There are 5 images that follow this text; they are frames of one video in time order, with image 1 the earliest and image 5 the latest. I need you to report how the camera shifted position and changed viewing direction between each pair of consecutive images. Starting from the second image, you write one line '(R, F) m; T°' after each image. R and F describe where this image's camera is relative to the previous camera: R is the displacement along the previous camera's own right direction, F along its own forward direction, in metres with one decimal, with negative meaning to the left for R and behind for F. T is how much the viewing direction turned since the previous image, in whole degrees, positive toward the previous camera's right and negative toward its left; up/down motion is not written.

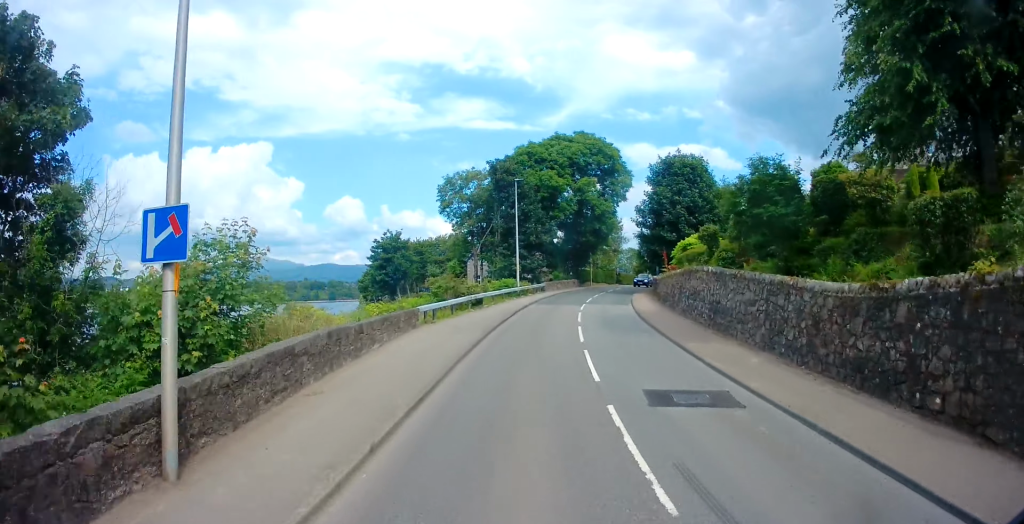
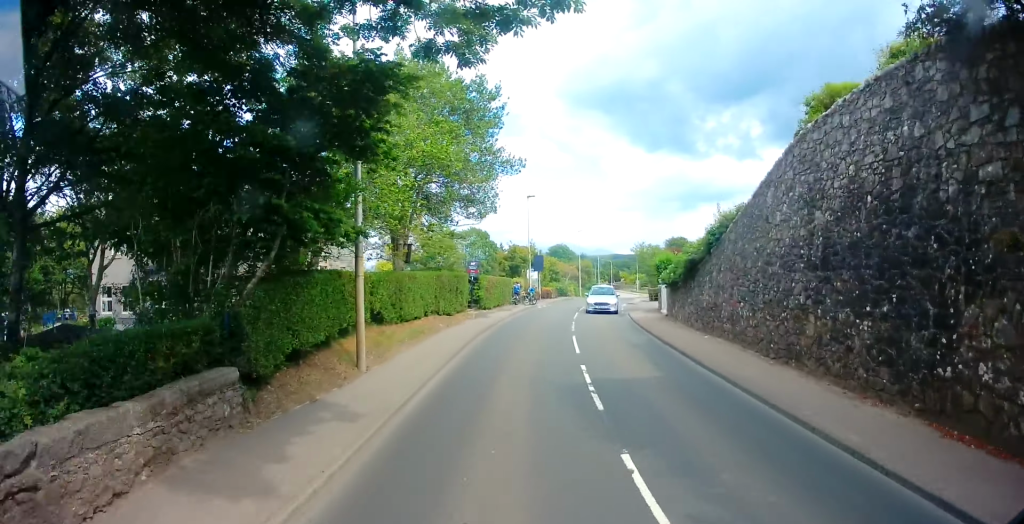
(+7.8, +55.3) m; +19°
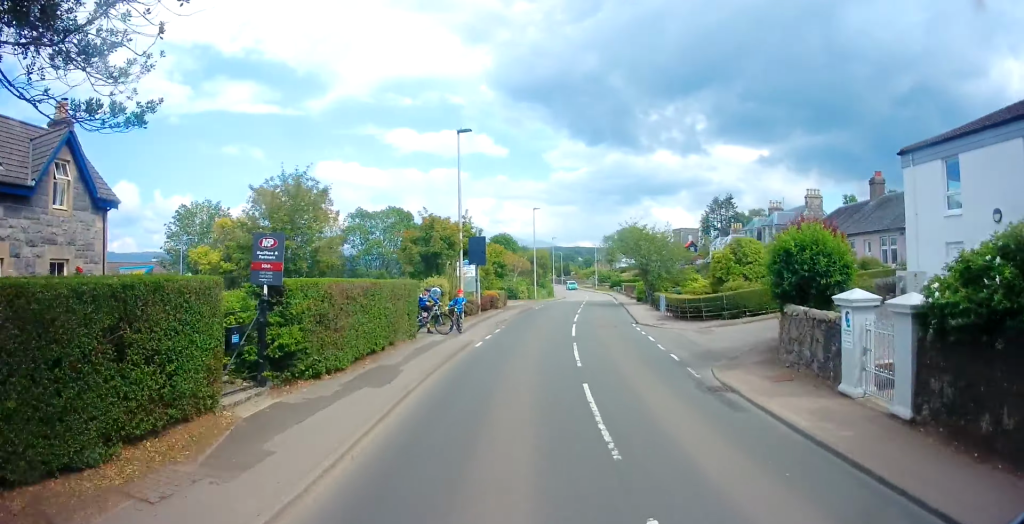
(+0.9, +19.6) m; +4°
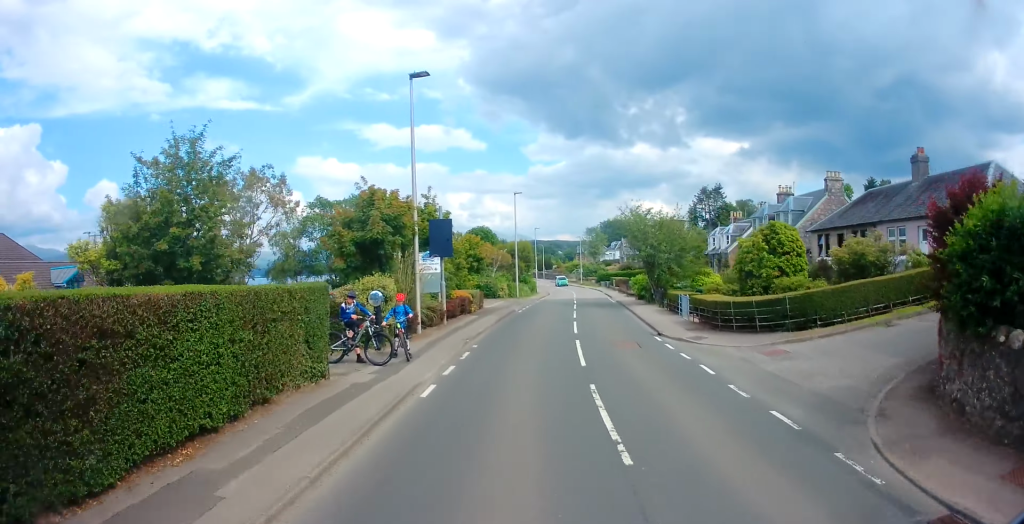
(-0.1, +6.7) m; +2°
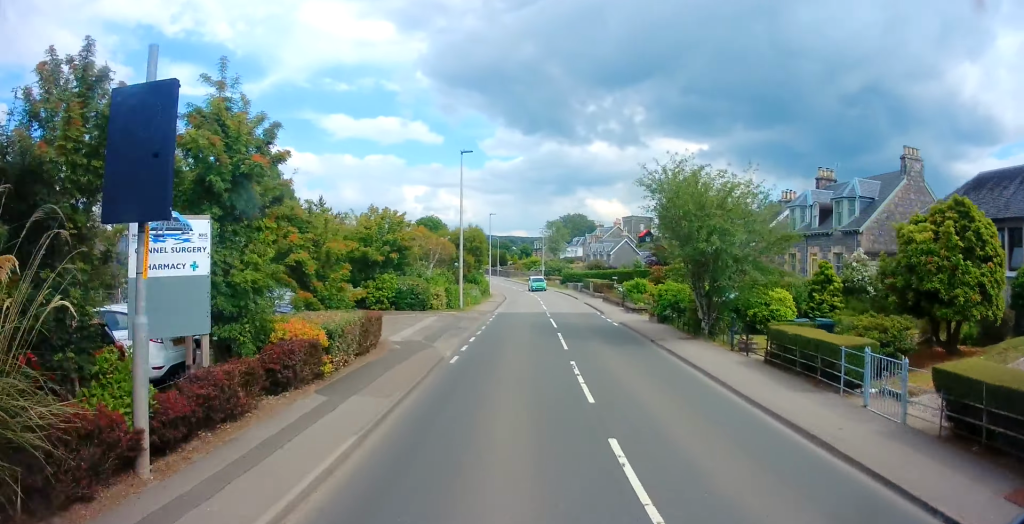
(+0.8, +14.9) m; +5°
